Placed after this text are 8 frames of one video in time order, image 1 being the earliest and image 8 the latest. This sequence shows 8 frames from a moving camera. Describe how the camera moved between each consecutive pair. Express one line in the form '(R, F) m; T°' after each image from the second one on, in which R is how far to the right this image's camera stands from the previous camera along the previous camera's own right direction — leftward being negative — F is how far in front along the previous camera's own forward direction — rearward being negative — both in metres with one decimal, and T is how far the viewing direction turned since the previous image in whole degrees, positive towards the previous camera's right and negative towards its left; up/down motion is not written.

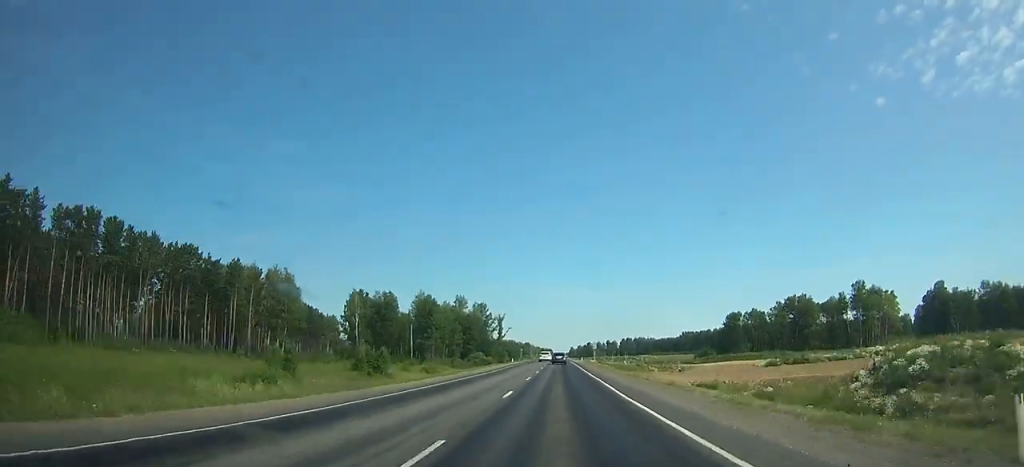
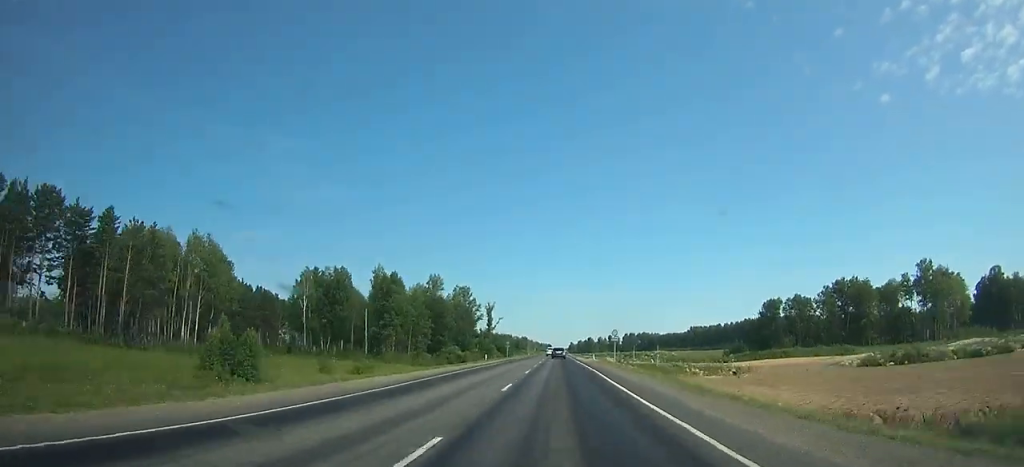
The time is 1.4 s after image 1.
(+0.1, +36.1) m; 0°
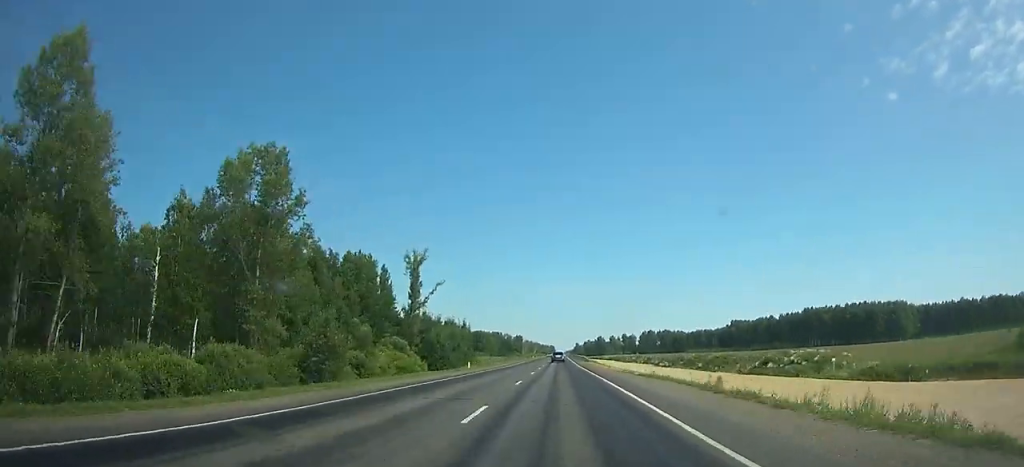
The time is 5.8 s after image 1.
(-0.3, +114.2) m; 0°
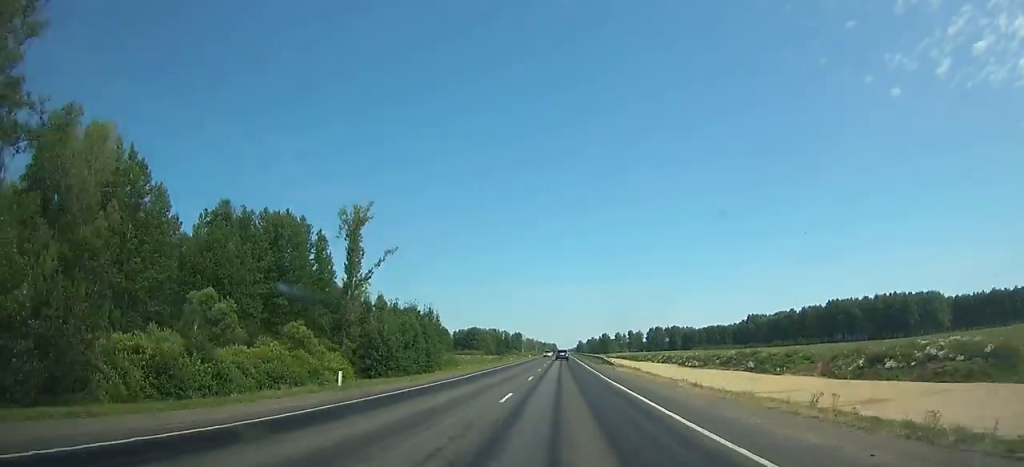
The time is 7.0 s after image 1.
(-0.1, +31.2) m; 0°
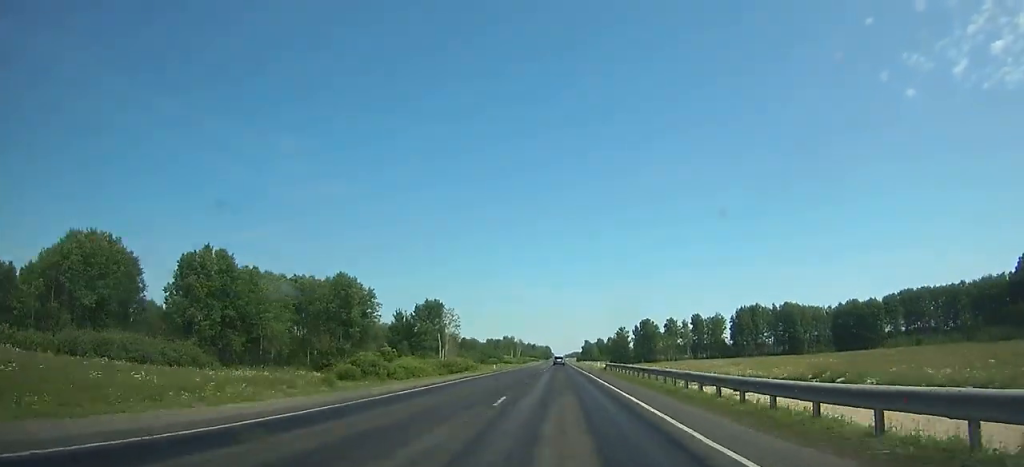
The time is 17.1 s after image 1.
(+0.7, +263.9) m; 0°
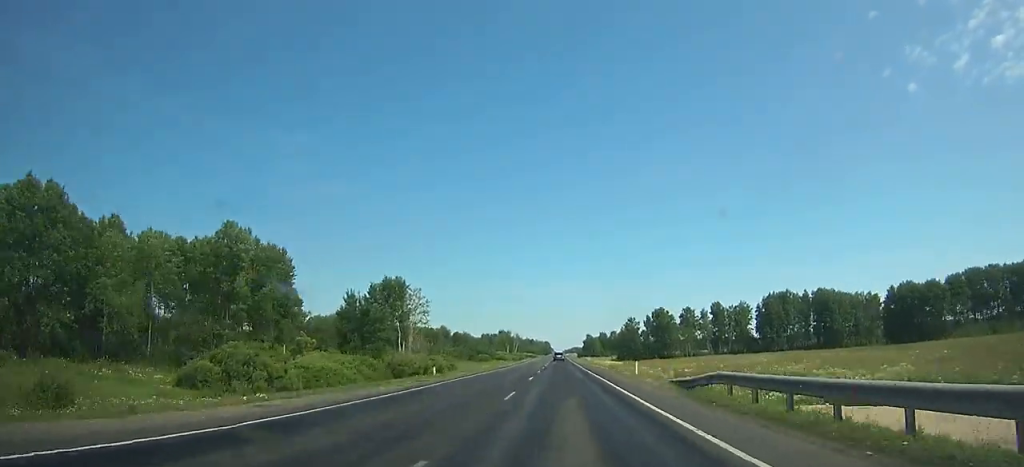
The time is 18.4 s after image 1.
(+0.1, +34.6) m; 0°
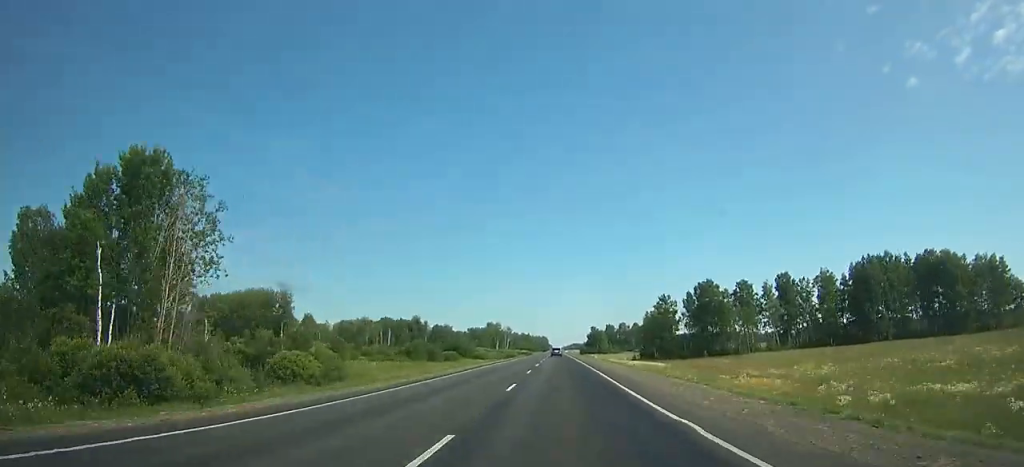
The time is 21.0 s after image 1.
(+0.1, +69.7) m; 0°
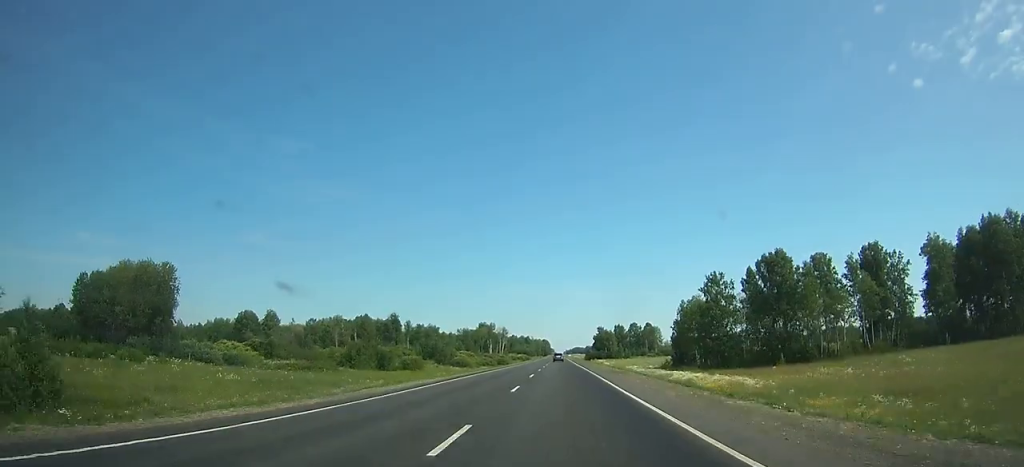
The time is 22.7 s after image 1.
(0.0, +46.0) m; 0°
